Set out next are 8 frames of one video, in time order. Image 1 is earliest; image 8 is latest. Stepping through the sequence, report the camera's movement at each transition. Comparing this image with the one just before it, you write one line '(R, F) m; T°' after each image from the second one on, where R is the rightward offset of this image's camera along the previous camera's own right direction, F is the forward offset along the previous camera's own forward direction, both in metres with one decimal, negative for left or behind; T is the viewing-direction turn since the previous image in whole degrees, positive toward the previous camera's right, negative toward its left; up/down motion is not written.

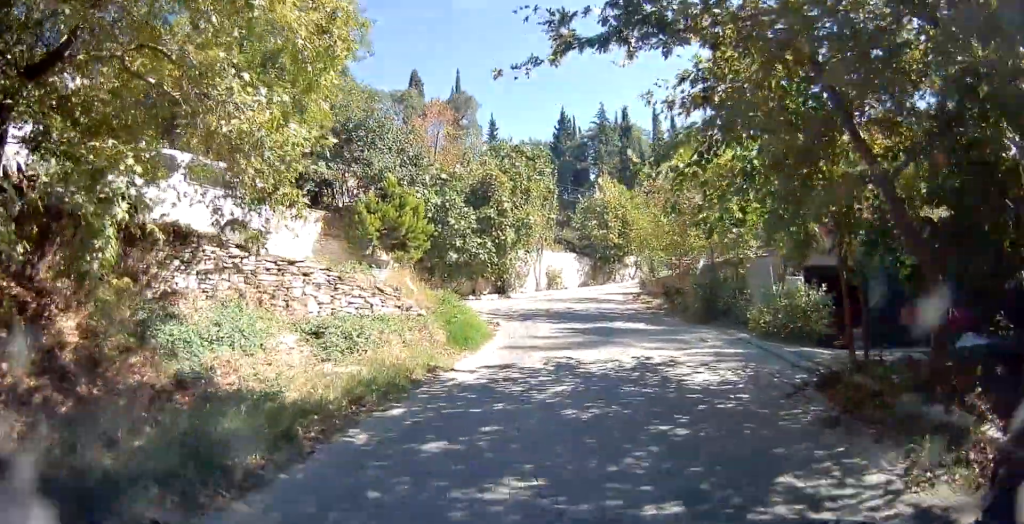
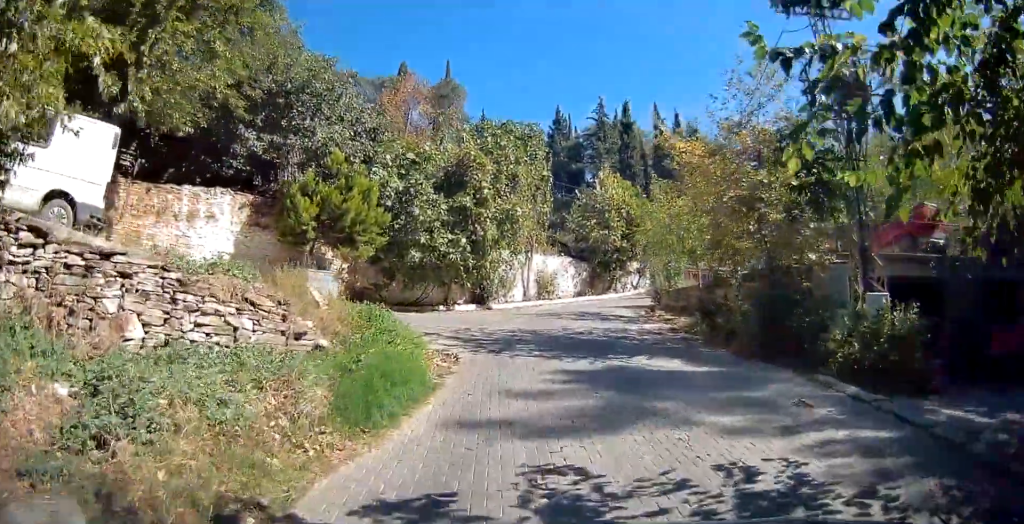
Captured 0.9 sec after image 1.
(-0.1, +5.5) m; 0°
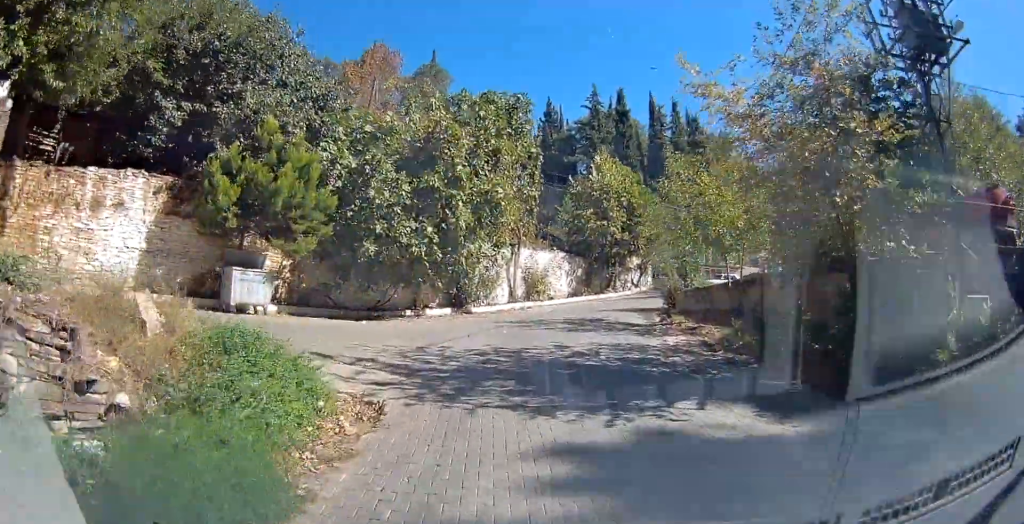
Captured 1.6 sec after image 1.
(0.0, +4.1) m; +5°
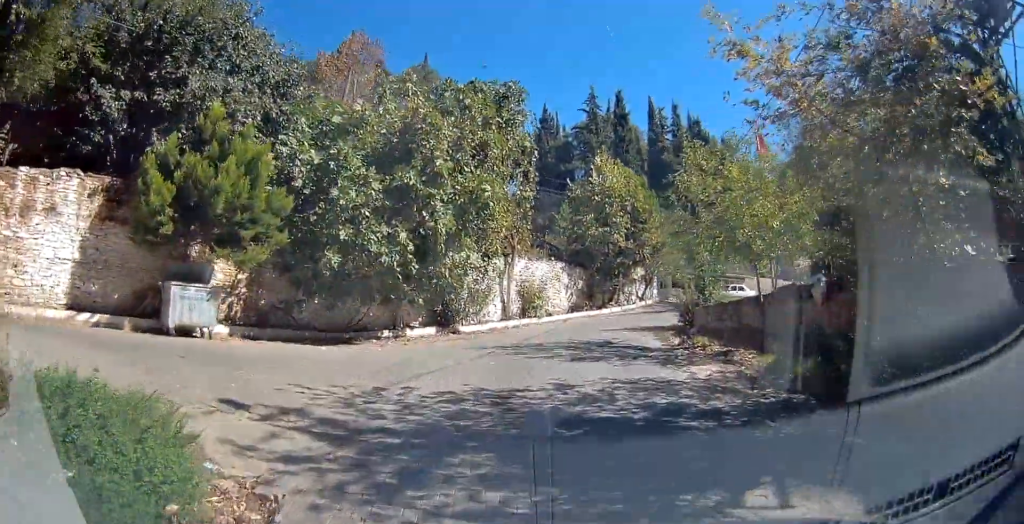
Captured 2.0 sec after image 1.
(-0.2, +2.6) m; +4°
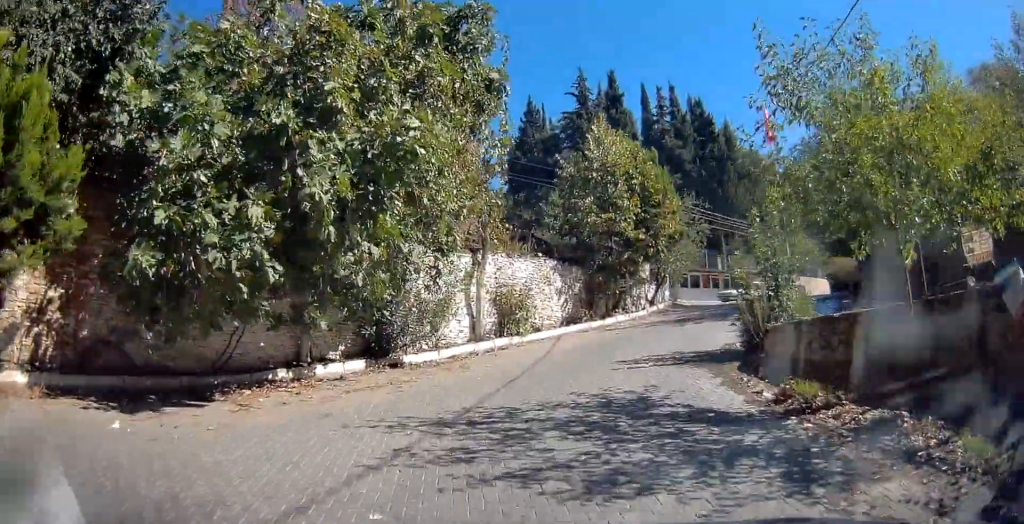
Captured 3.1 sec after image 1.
(+1.0, +6.8) m; -17°
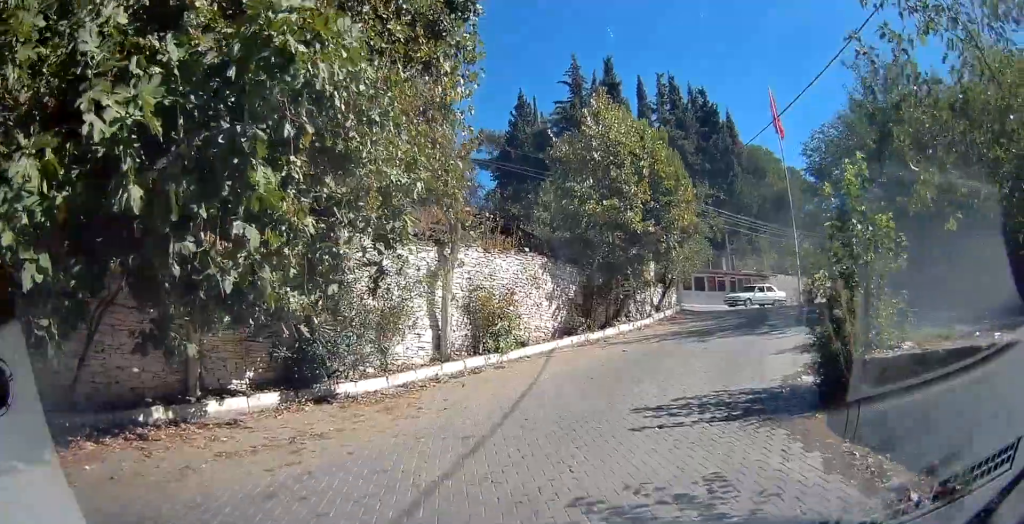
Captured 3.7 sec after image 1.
(-1.6, +3.0) m; -9°
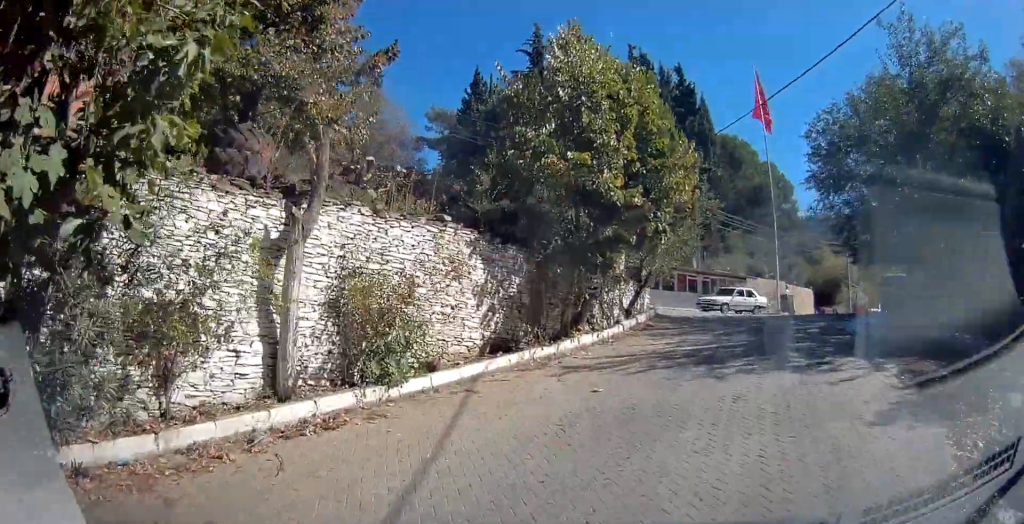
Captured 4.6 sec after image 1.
(-0.4, +5.2) m; +8°
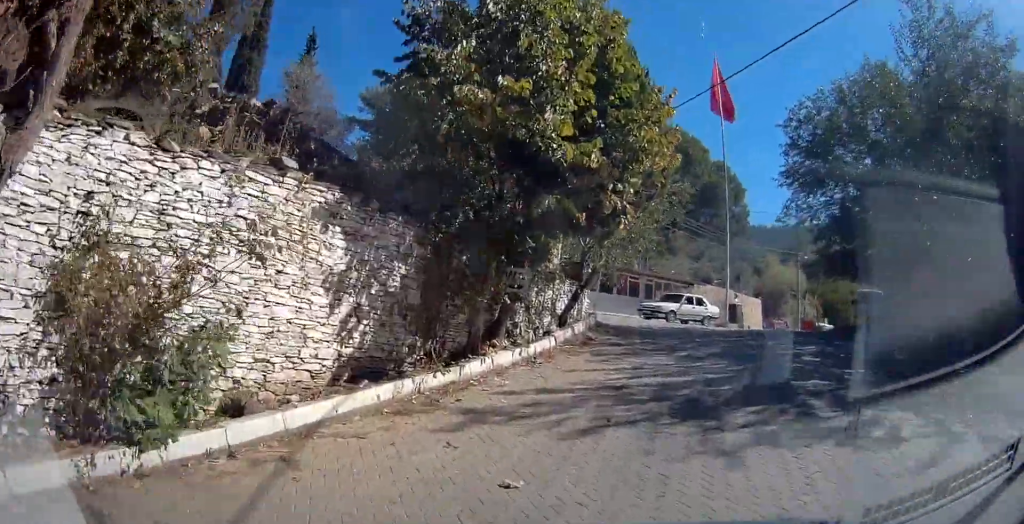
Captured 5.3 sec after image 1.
(+0.6, +3.9) m; +18°
